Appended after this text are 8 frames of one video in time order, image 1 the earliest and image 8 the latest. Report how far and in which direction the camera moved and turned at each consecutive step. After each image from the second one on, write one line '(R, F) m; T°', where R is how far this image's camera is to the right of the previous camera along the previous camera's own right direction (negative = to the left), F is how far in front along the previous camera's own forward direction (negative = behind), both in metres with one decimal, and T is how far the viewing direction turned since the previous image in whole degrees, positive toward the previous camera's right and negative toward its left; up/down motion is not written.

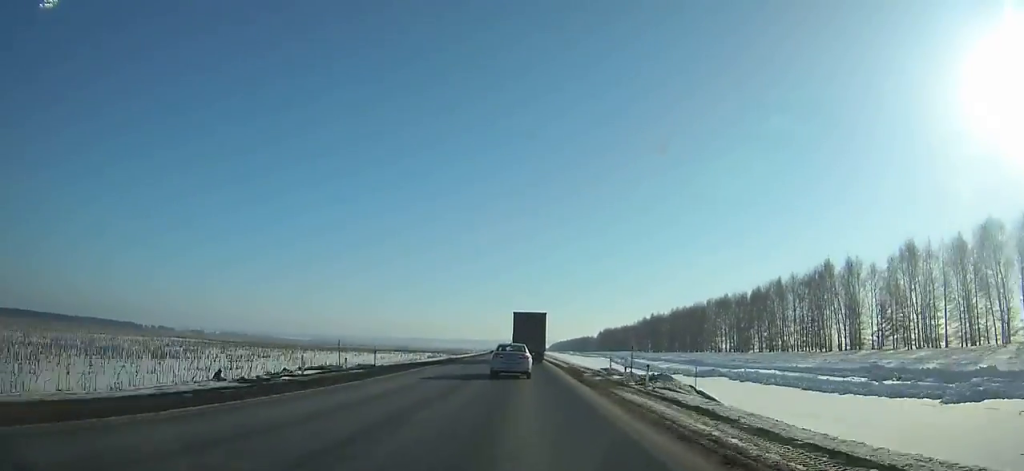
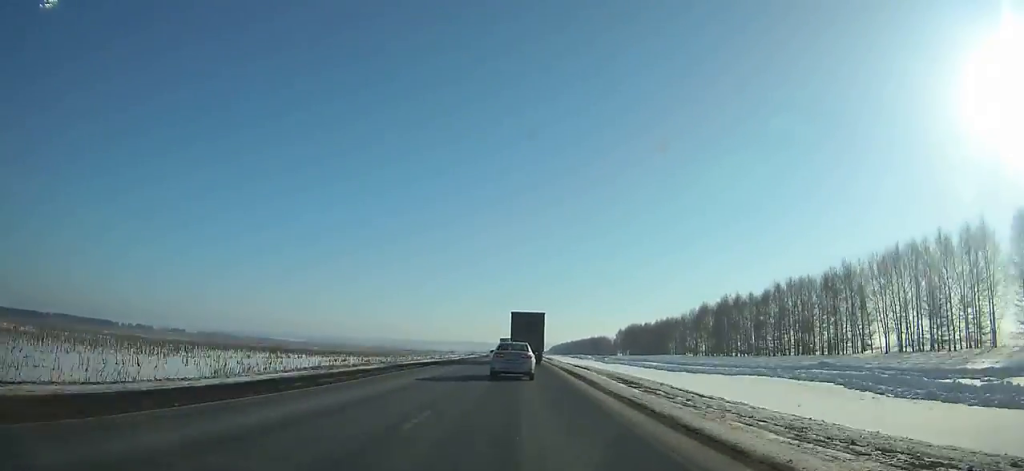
(+0.2, +97.0) m; 0°
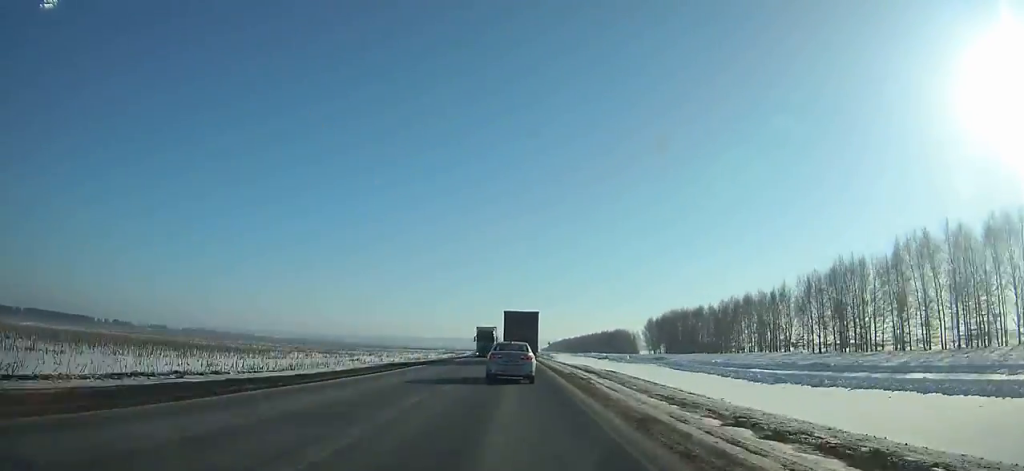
(-0.1, +87.5) m; 0°
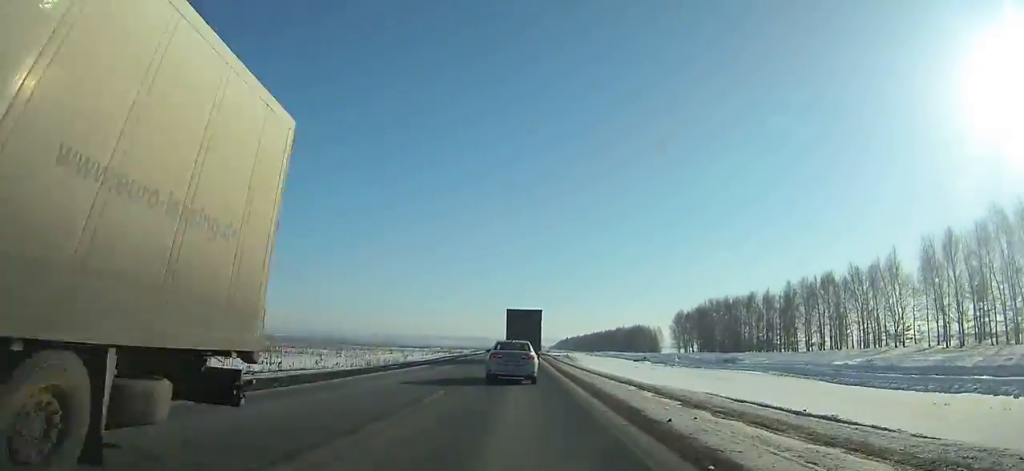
(-0.1, +39.2) m; 0°
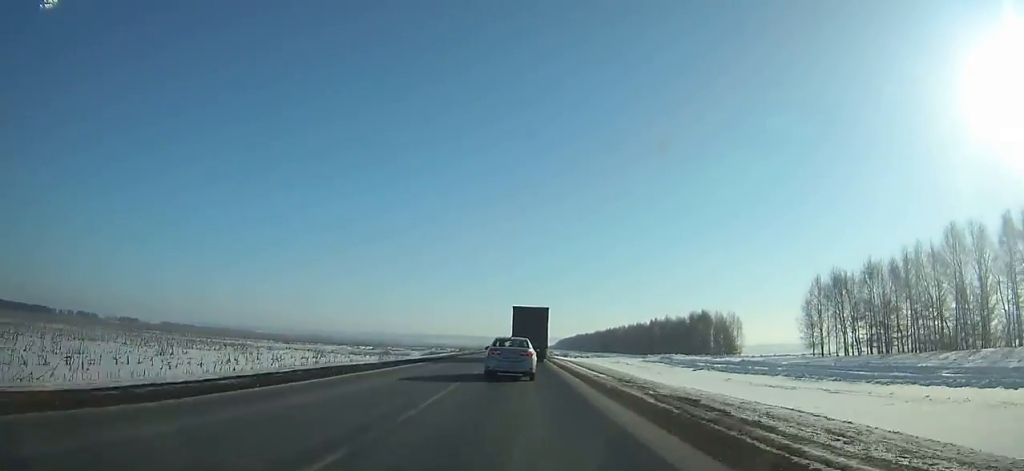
(-0.1, +111.1) m; 0°
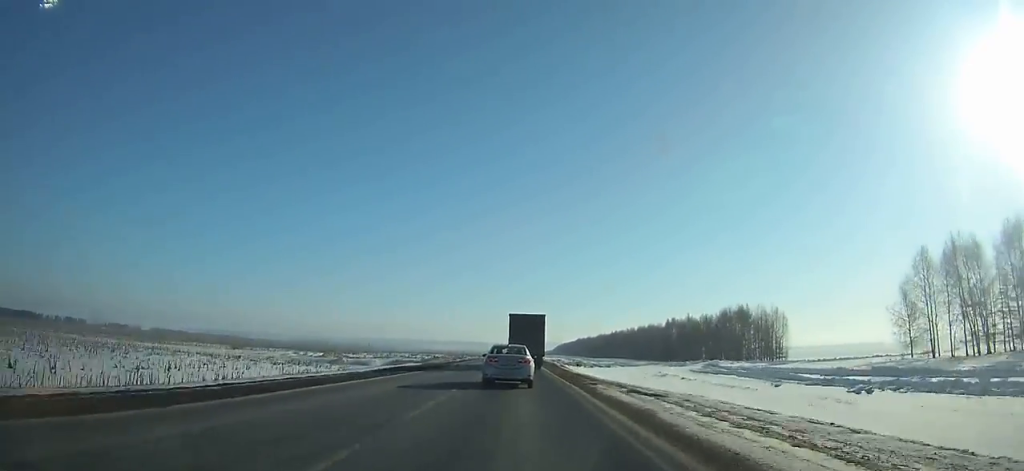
(0.0, +35.0) m; 0°
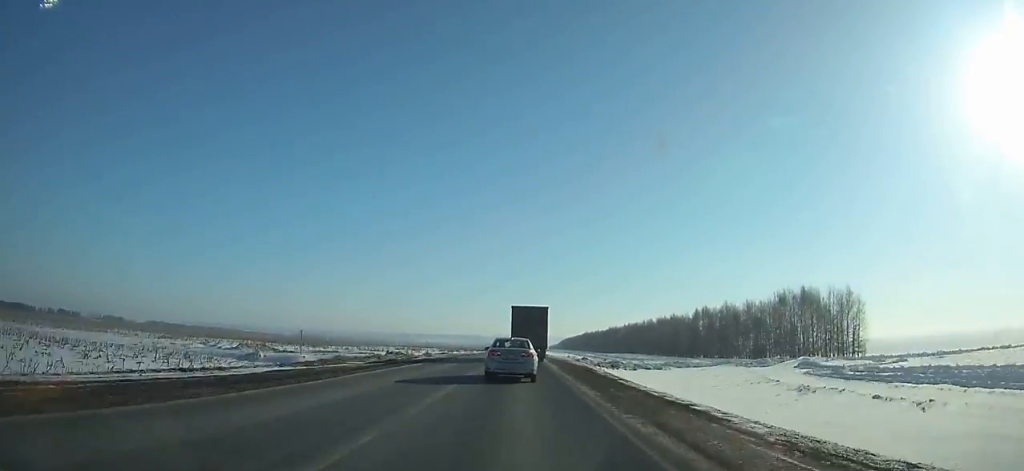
(-0.1, +35.1) m; 0°
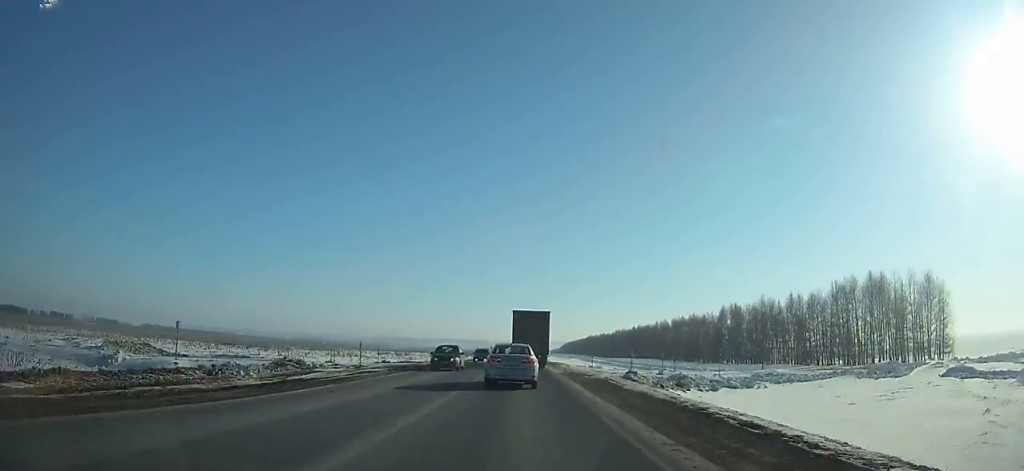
(0.0, +26.4) m; 0°
